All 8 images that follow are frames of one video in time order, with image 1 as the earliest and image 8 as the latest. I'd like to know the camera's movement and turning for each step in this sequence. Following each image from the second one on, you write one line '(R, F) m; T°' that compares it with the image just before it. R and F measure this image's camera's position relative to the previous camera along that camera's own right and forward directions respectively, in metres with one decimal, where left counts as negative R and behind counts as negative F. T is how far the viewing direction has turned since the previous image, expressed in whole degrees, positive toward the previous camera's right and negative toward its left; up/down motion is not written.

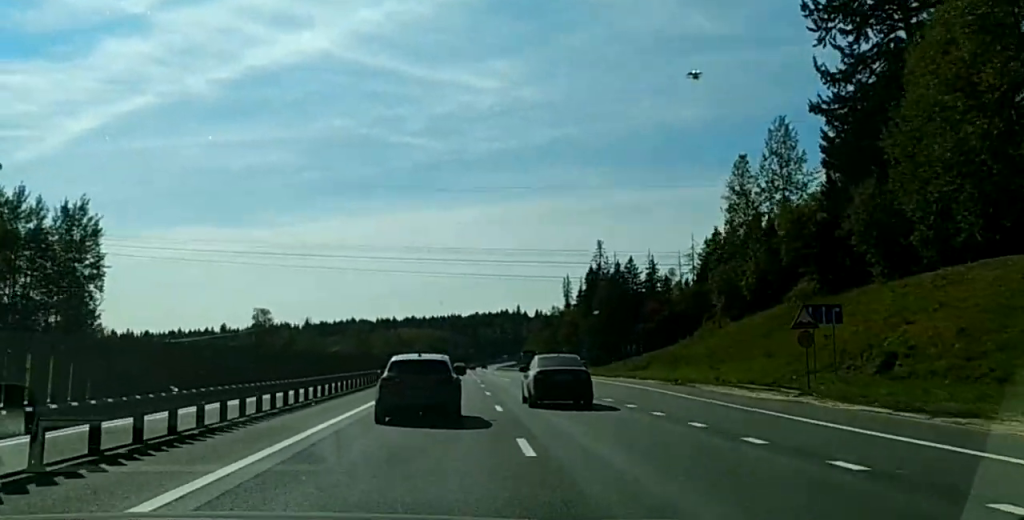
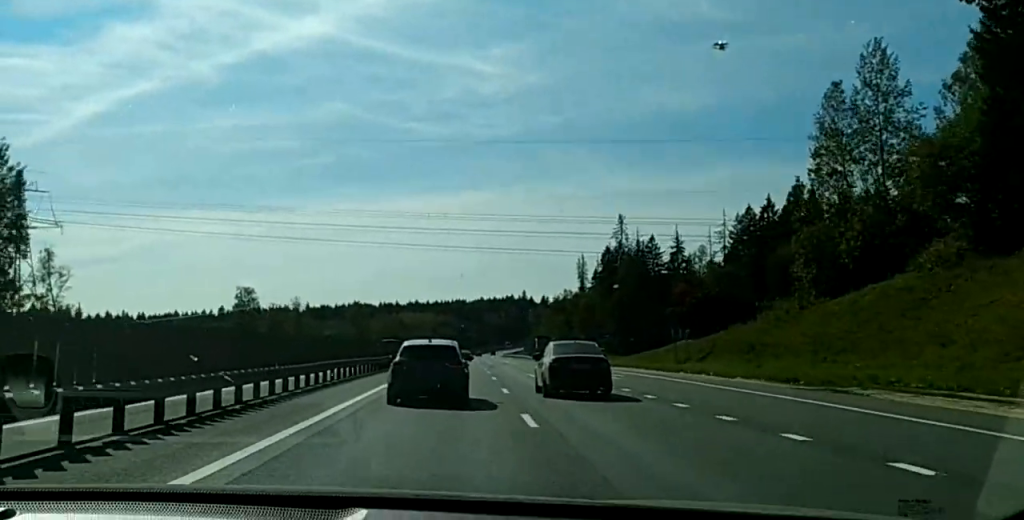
(+0.2, +20.1) m; 0°
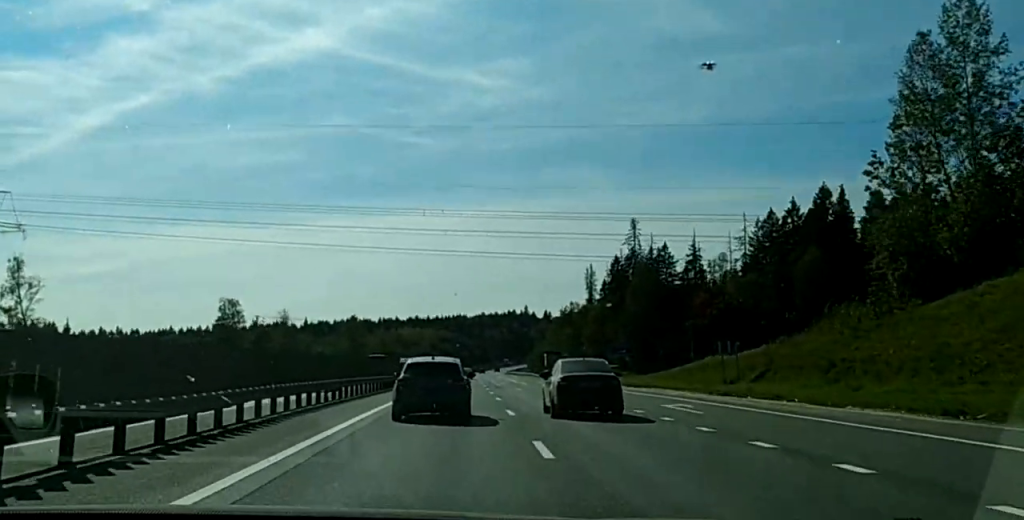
(-0.2, +13.9) m; 0°
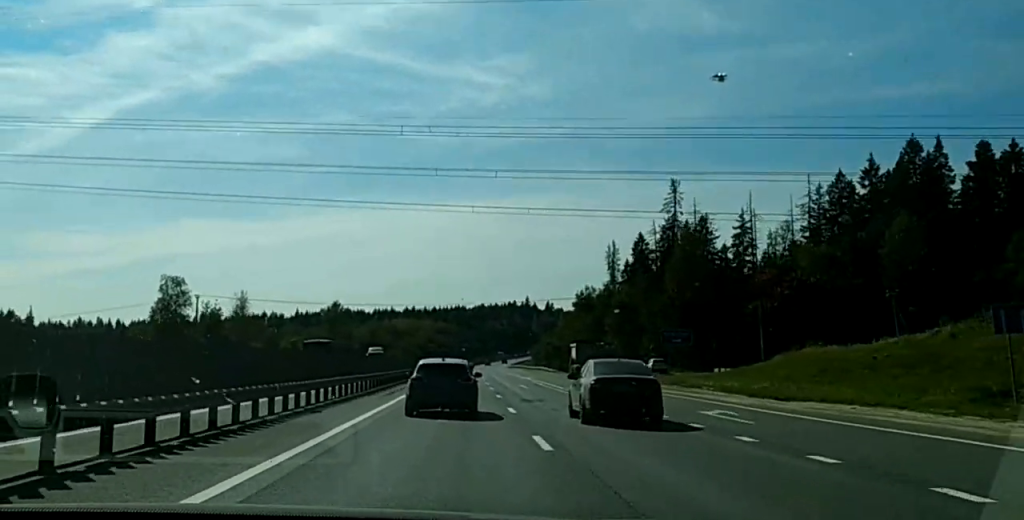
(-0.1, +32.9) m; -1°
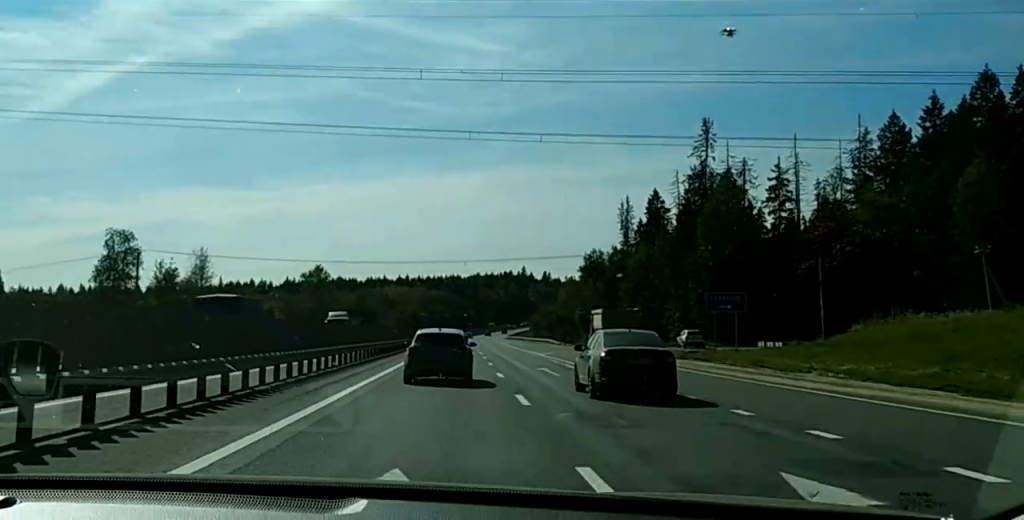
(+0.1, +20.3) m; 0°
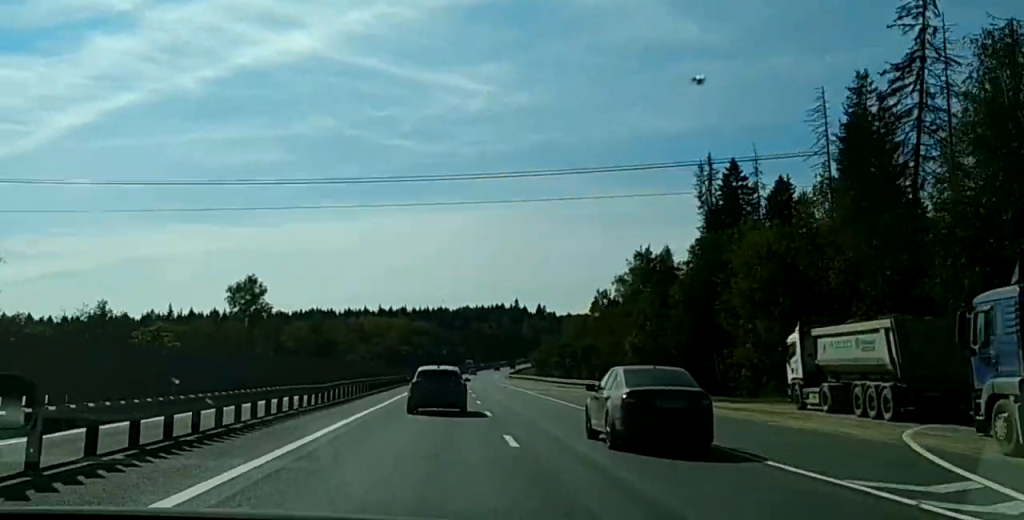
(-0.3, +58.3) m; +1°
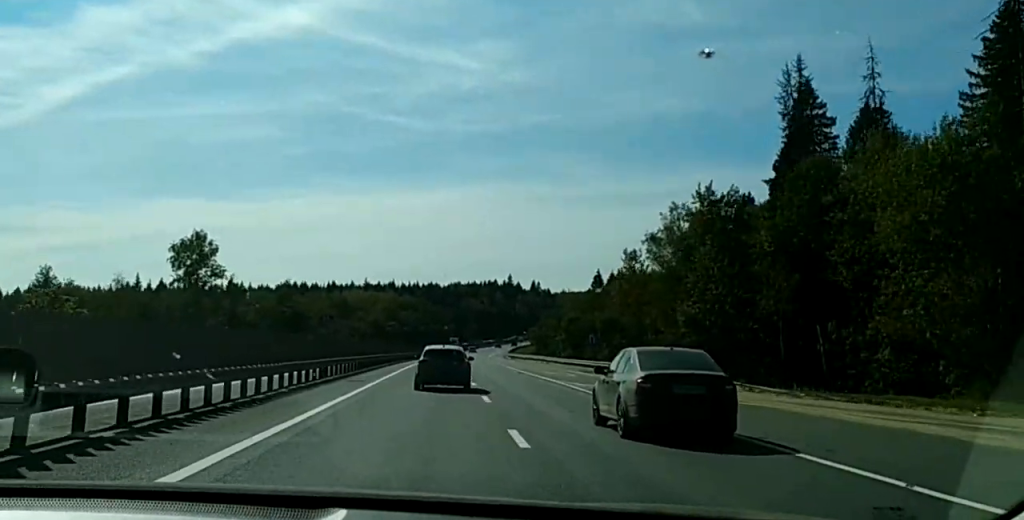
(+0.2, +28.0) m; +1°
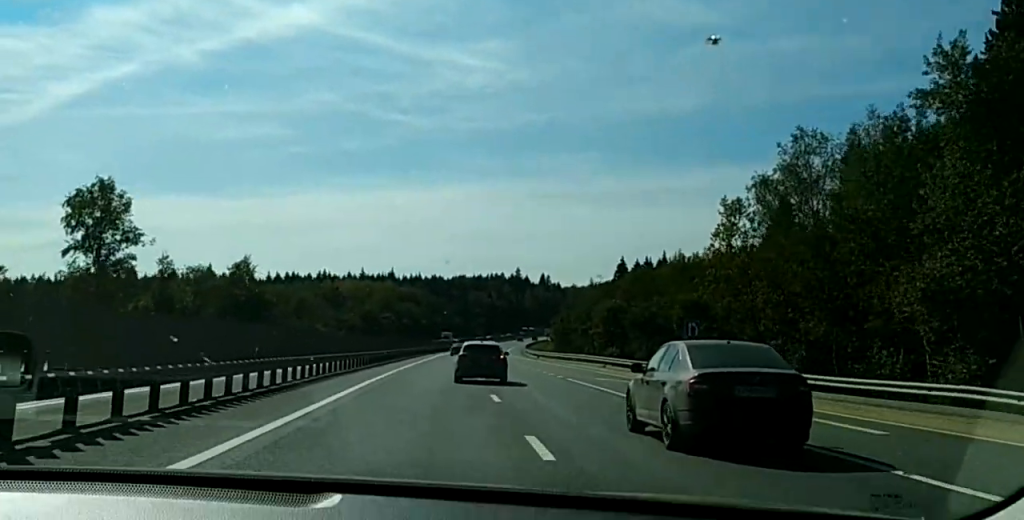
(+0.2, +37.6) m; +1°
